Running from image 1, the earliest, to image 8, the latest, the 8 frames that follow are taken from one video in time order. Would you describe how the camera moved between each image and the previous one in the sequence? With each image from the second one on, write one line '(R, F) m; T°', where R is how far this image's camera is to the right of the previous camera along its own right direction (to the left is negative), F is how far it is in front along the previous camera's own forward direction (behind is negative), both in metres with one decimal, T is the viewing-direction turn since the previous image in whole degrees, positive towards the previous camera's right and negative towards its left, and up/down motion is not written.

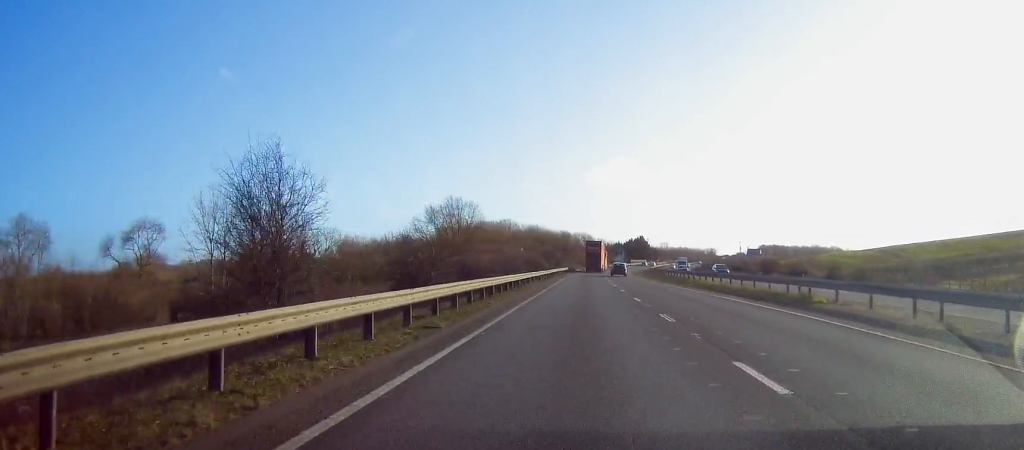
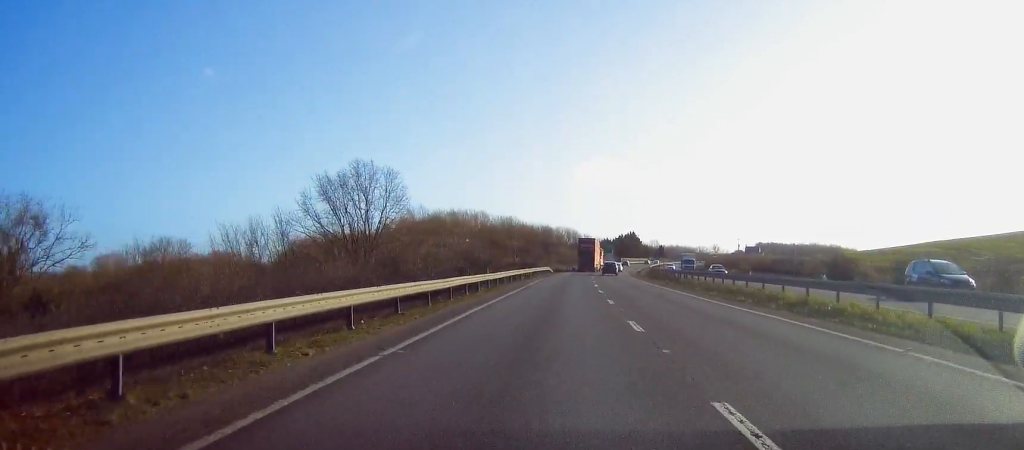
(+0.1, +31.3) m; +1°
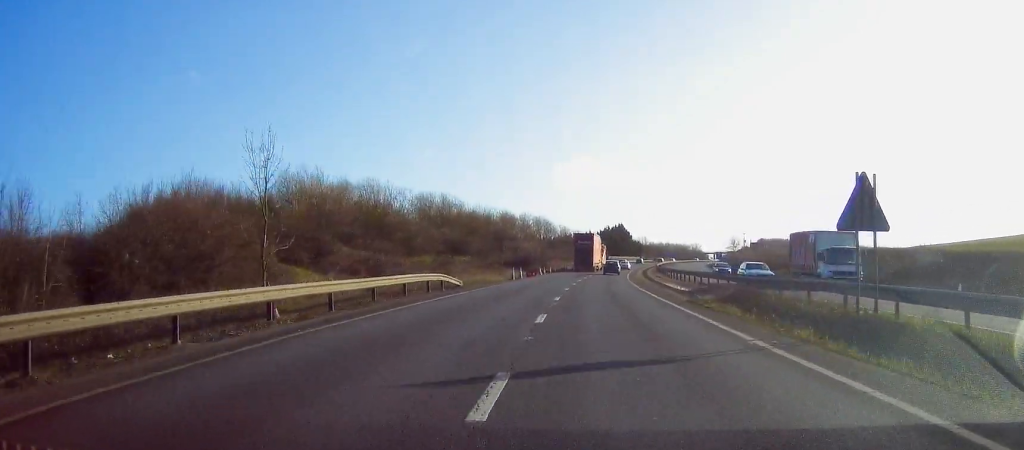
(+1.3, +55.1) m; +2°
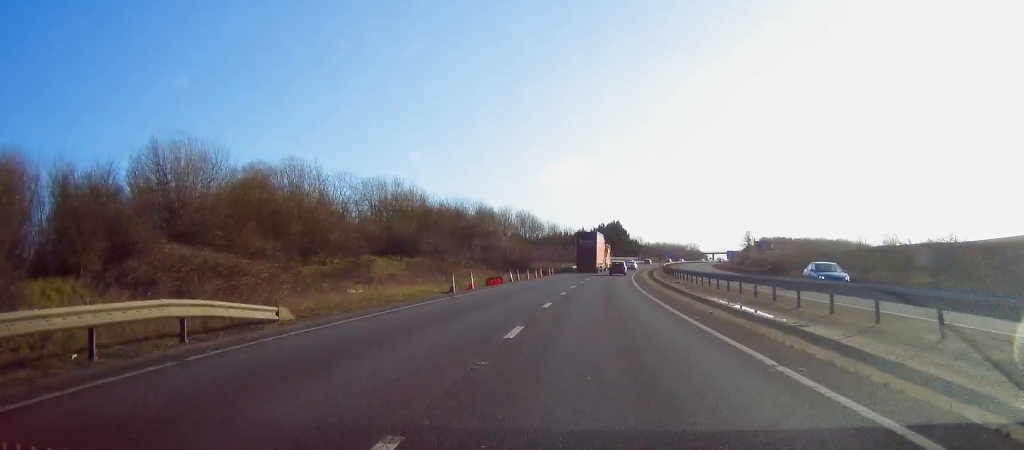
(0.0, +21.8) m; 0°
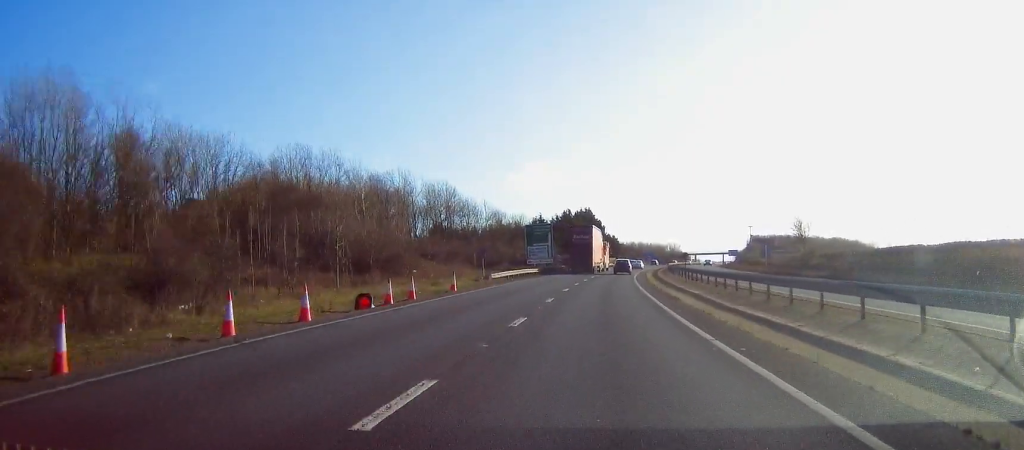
(+1.0, +54.0) m; +3°
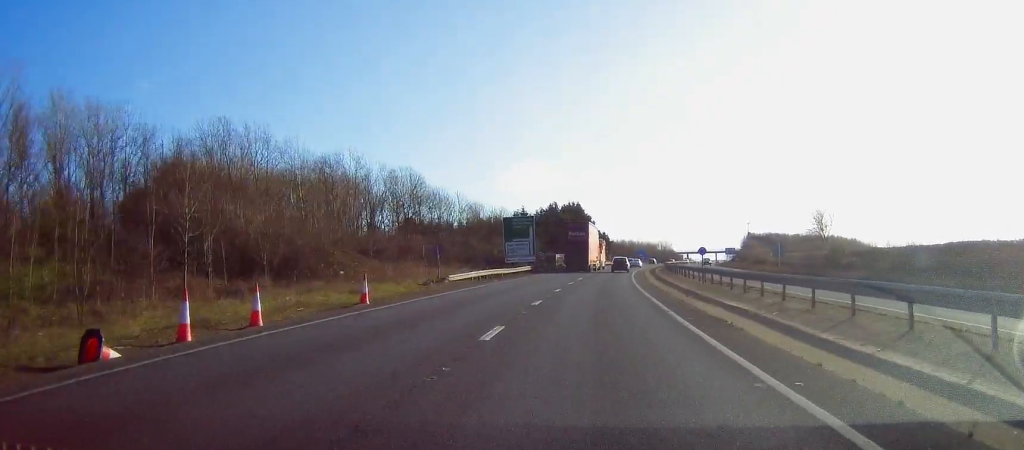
(+0.1, +12.5) m; +1°
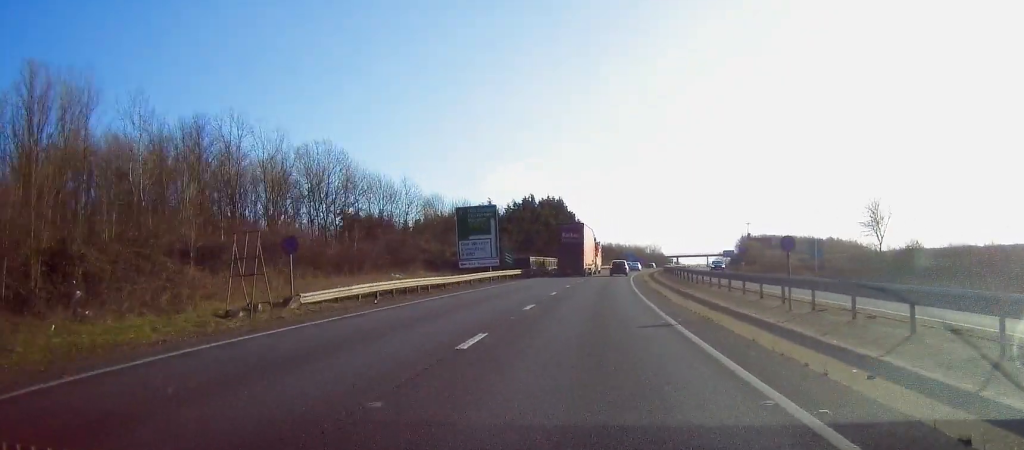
(+0.3, +19.8) m; +1°
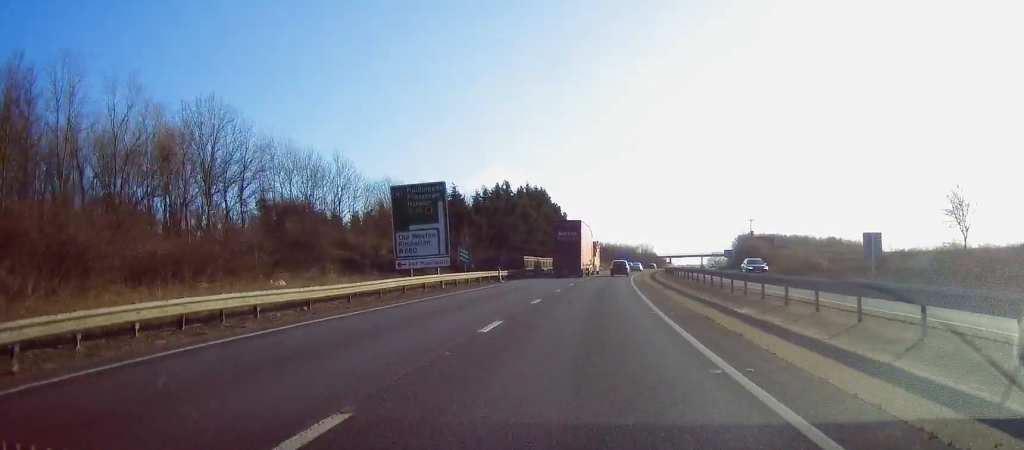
(0.0, +16.7) m; +1°
